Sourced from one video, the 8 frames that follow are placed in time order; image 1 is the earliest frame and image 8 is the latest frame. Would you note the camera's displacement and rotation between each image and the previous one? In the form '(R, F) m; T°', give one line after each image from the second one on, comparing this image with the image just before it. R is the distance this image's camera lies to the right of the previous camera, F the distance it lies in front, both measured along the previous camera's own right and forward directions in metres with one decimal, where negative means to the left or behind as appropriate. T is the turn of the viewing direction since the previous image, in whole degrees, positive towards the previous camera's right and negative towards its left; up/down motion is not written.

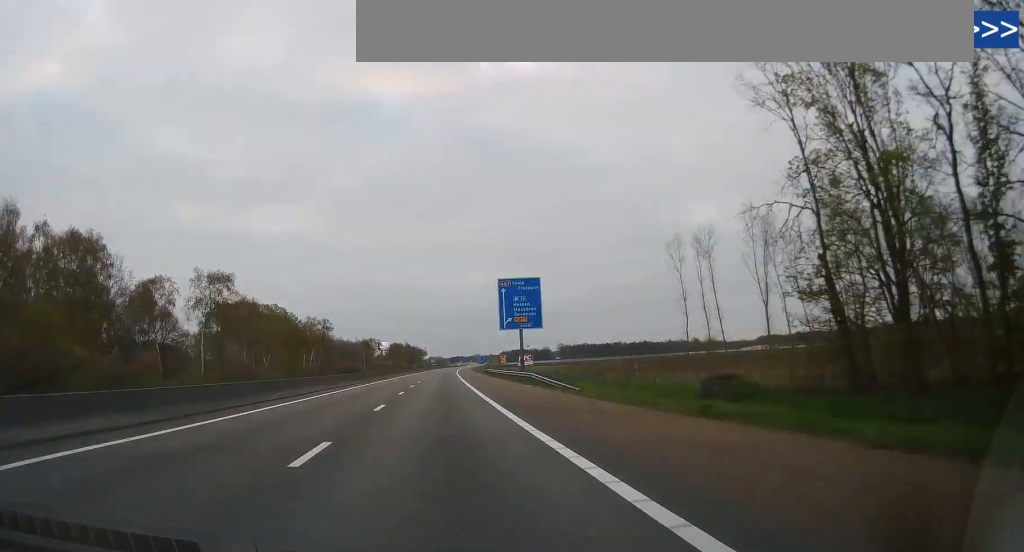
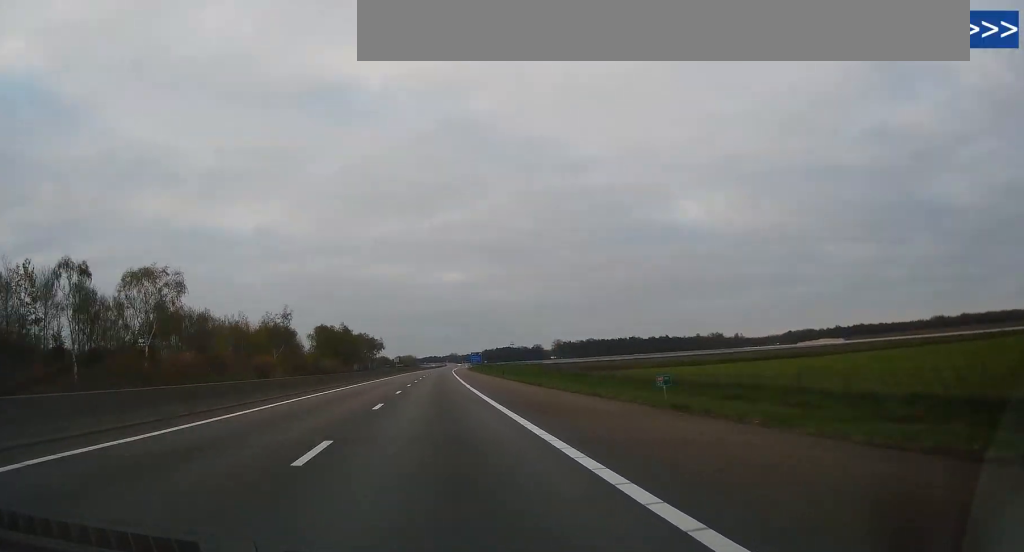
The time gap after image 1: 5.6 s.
(+2.8, +165.4) m; +2°
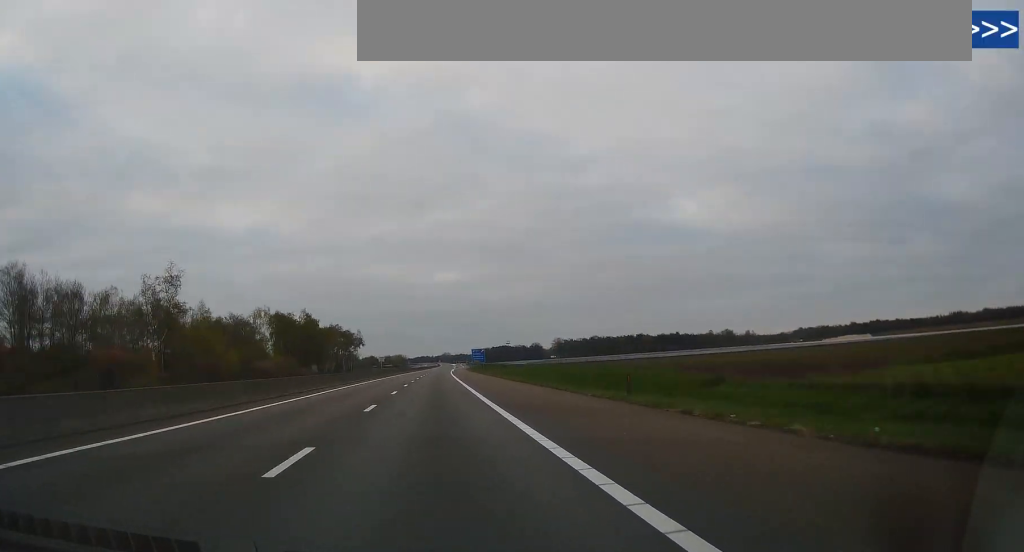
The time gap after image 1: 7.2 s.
(+0.3, +47.3) m; +1°
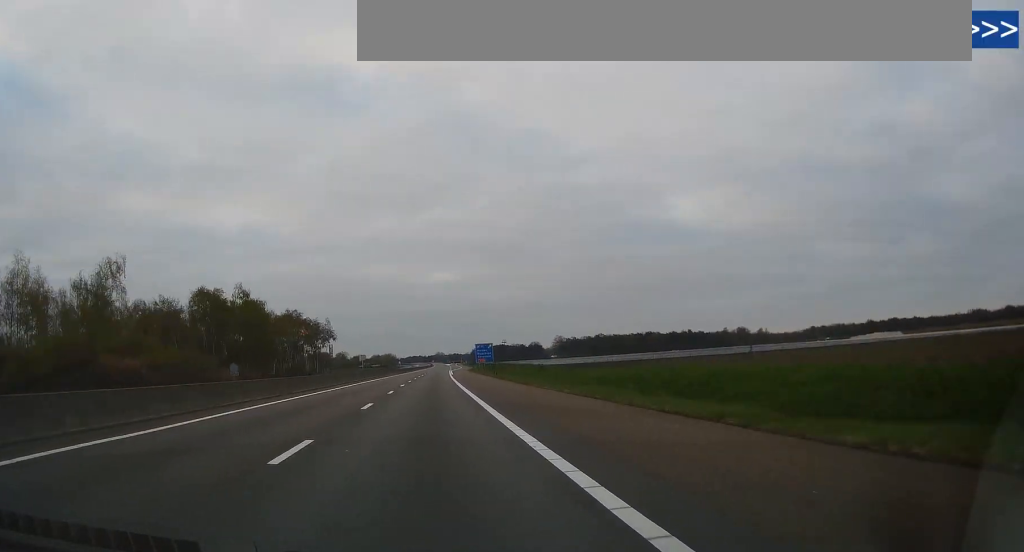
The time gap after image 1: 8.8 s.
(+0.1, +47.3) m; +1°
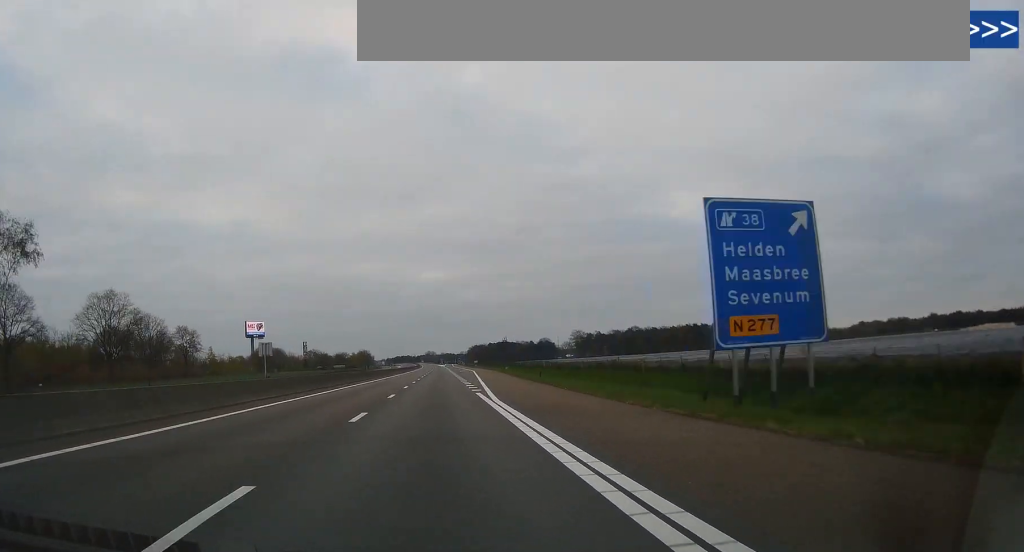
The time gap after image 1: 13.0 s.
(+1.5, +123.0) m; +1°
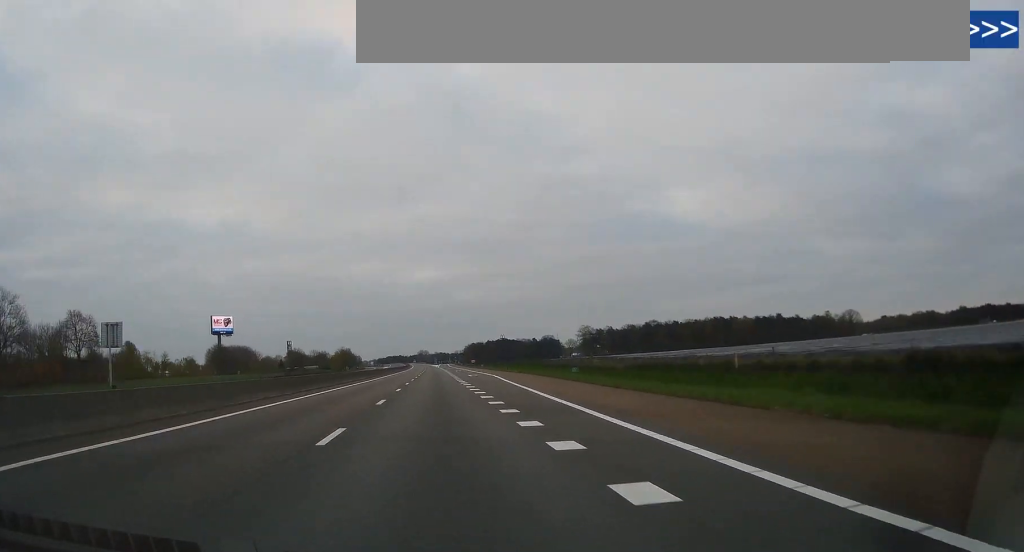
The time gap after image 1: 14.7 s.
(+0.2, +52.1) m; 0°
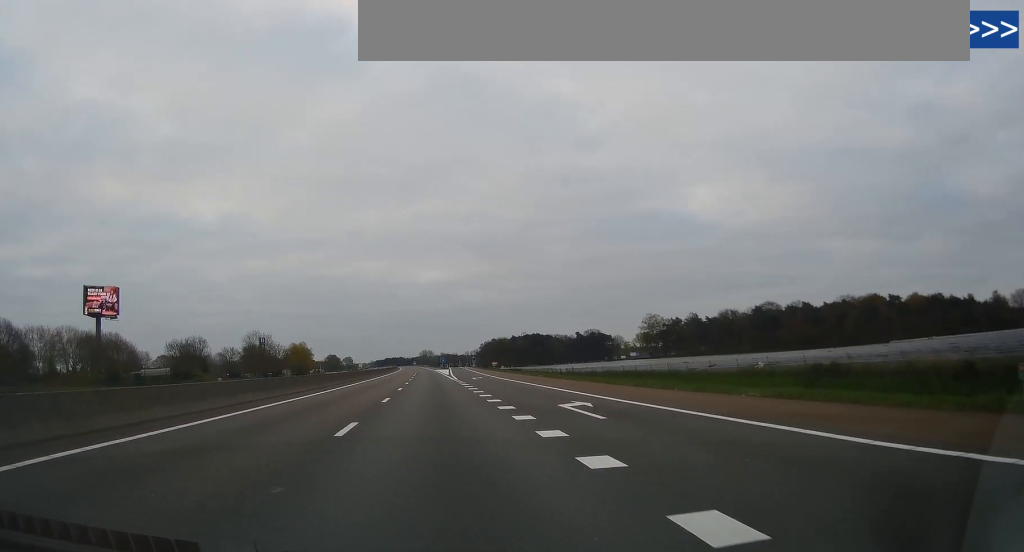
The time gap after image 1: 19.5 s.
(-0.3, +142.0) m; -1°
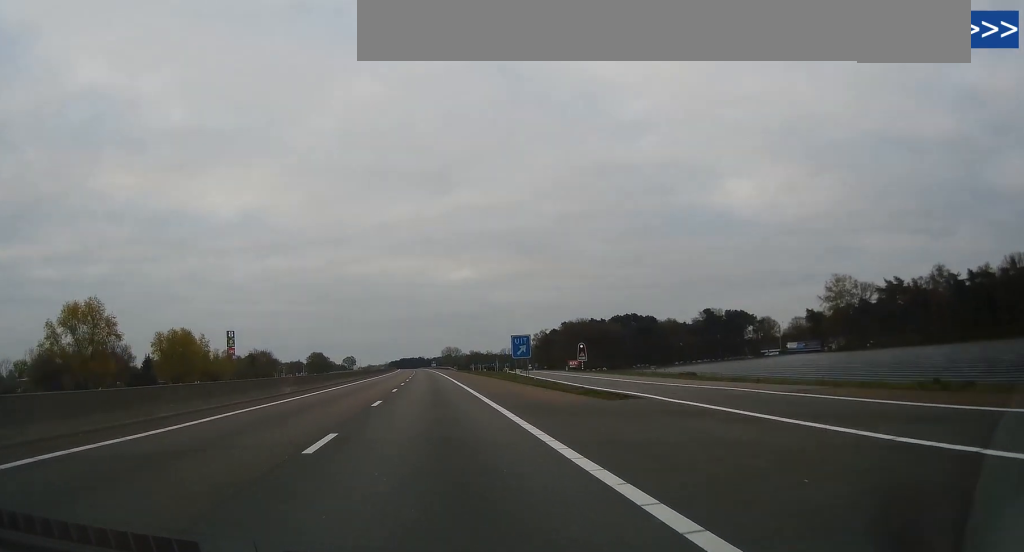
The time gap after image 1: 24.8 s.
(-1.5, +156.3) m; -2°
